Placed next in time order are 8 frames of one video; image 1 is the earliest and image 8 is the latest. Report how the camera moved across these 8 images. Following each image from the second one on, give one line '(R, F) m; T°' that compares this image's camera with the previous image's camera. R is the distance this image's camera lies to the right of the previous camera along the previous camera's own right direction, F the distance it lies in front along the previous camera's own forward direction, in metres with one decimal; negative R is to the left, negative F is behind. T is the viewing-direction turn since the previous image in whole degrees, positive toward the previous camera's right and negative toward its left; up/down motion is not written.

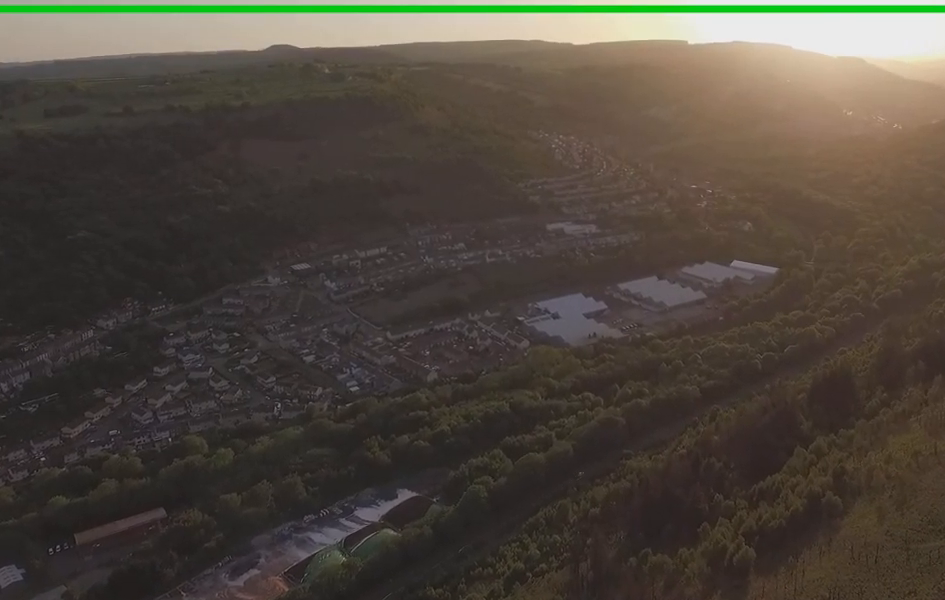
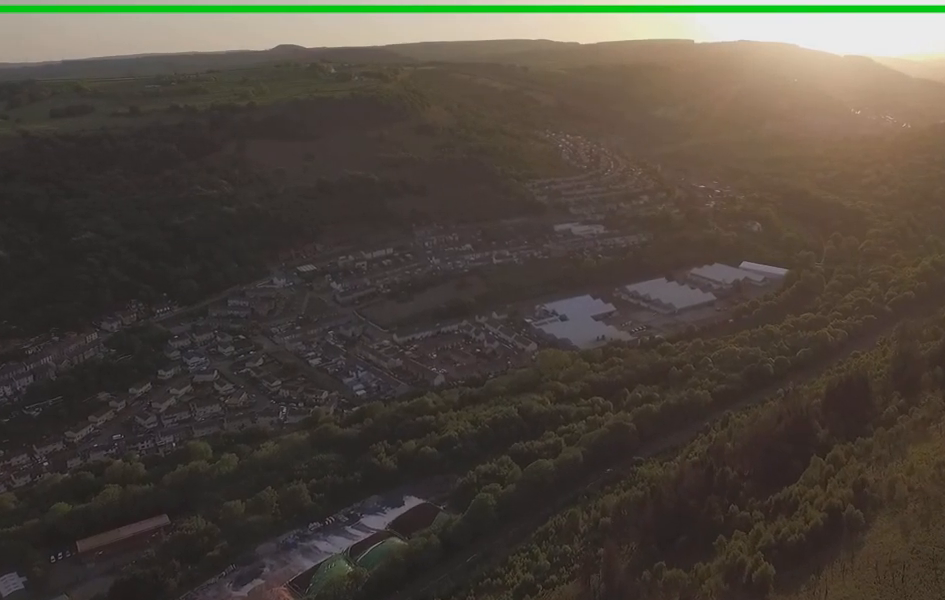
(0.0, +6.8) m; 0°
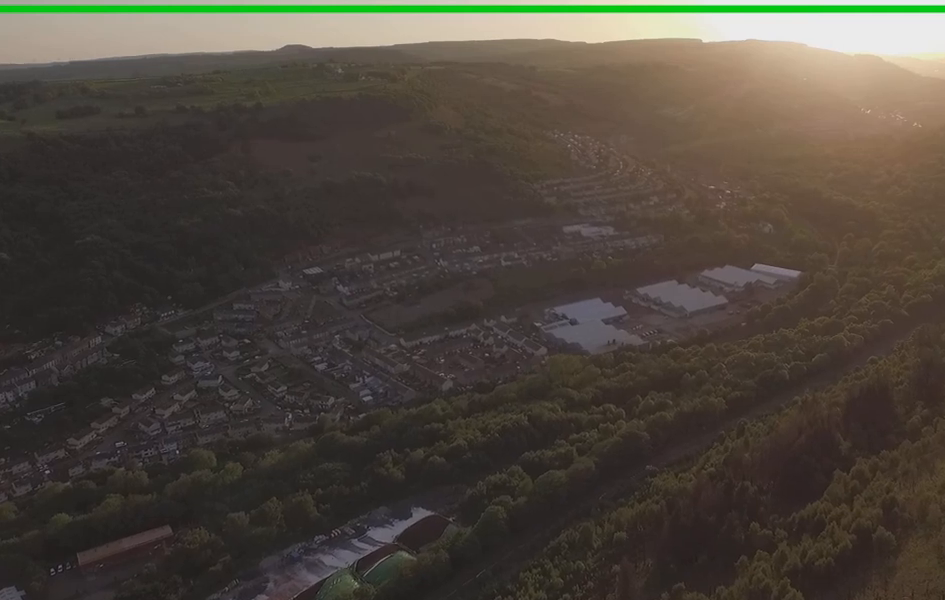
(0.0, +10.1) m; 0°
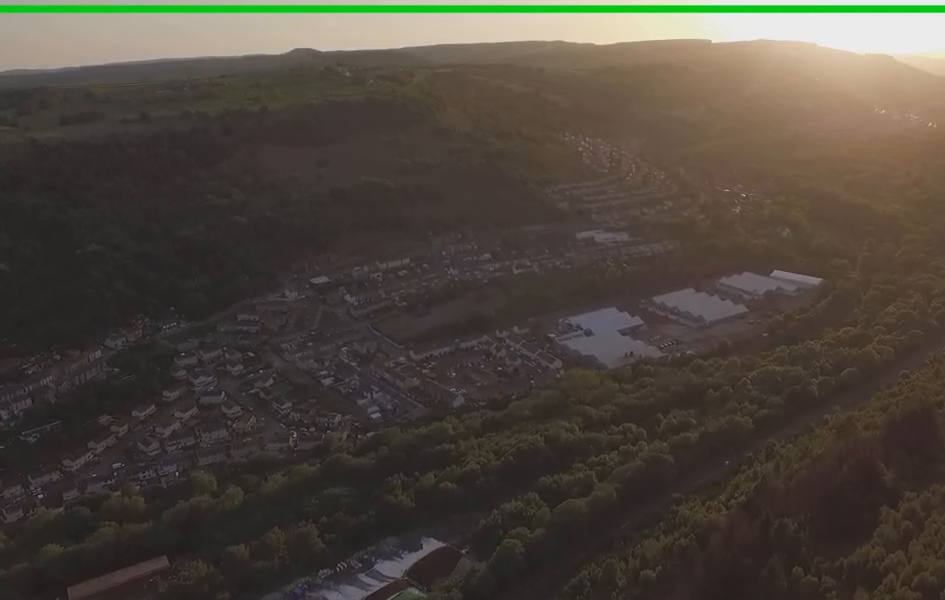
(+0.1, +22.6) m; 0°
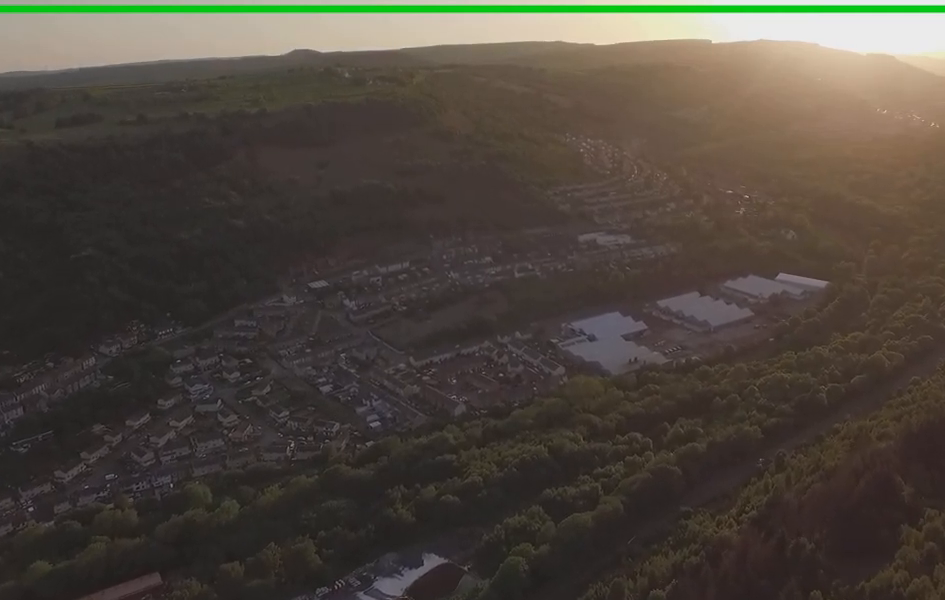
(0.0, +10.1) m; 0°
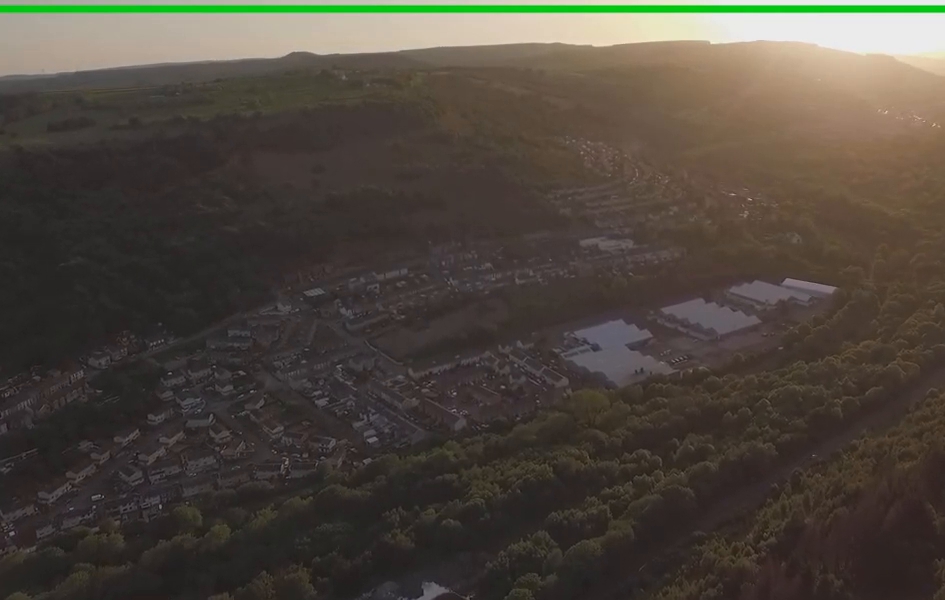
(-0.1, +16.9) m; 0°
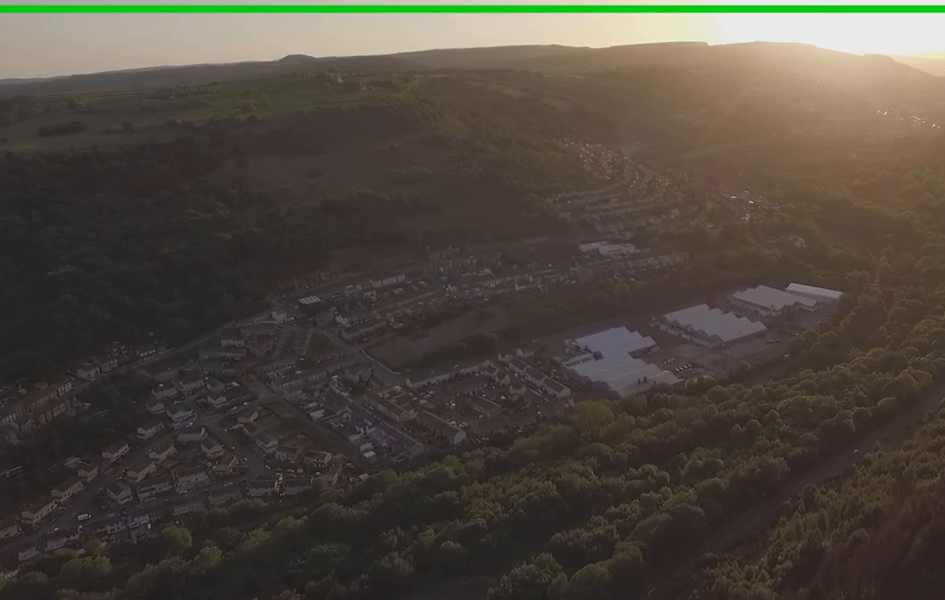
(+0.1, +15.2) m; 0°
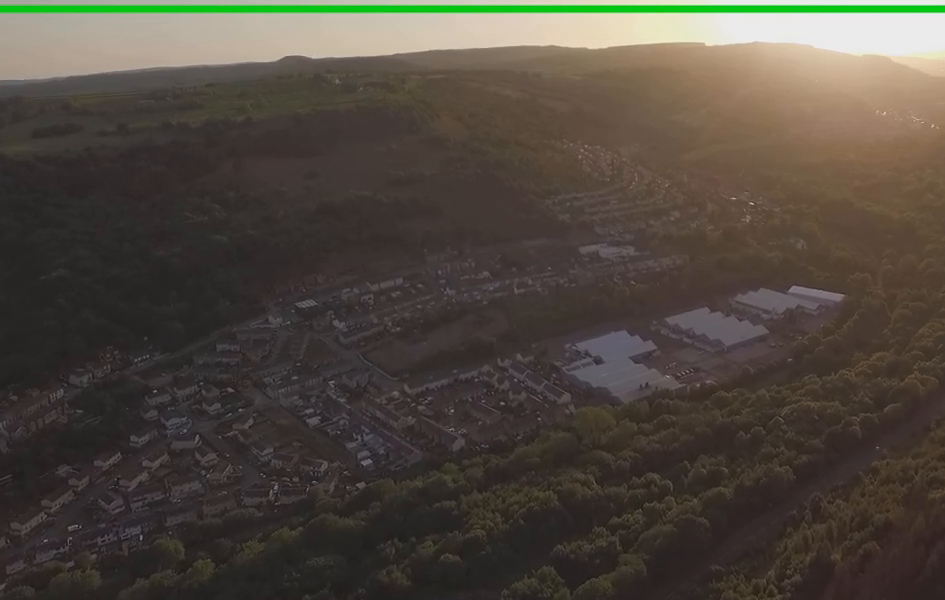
(0.0, +8.4) m; 0°
